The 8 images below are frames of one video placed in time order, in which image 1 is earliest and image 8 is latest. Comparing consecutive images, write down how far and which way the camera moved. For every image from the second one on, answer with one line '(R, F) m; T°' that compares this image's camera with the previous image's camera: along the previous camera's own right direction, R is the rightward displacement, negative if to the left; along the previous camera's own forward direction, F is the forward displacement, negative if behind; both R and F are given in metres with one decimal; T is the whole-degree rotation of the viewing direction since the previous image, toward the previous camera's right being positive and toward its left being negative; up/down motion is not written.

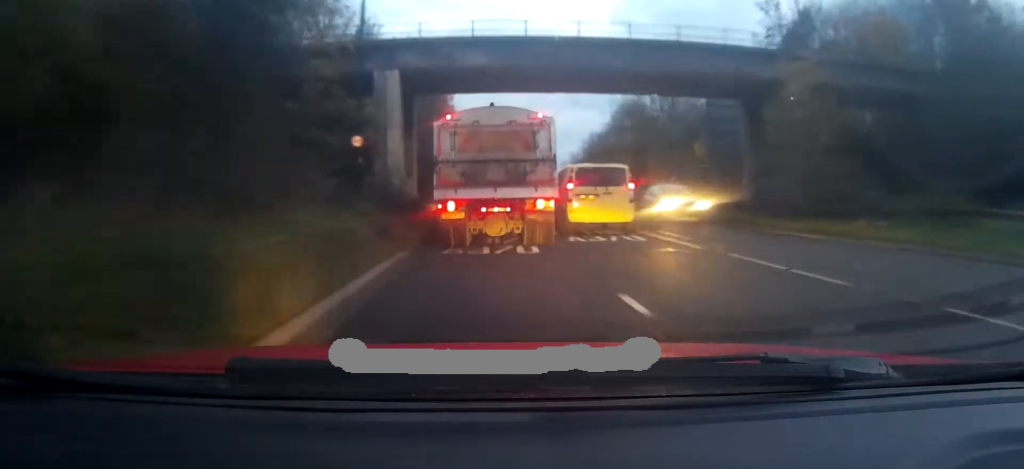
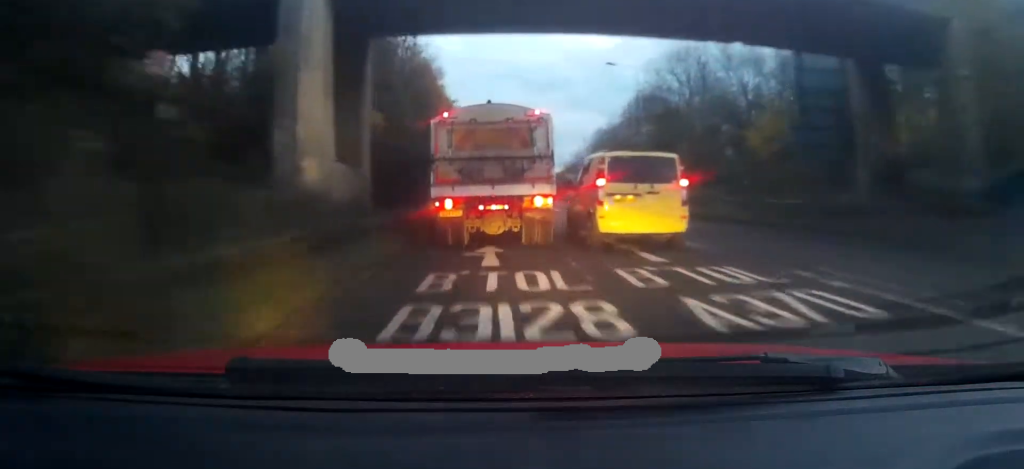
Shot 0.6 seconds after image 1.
(+0.2, +10.0) m; 0°
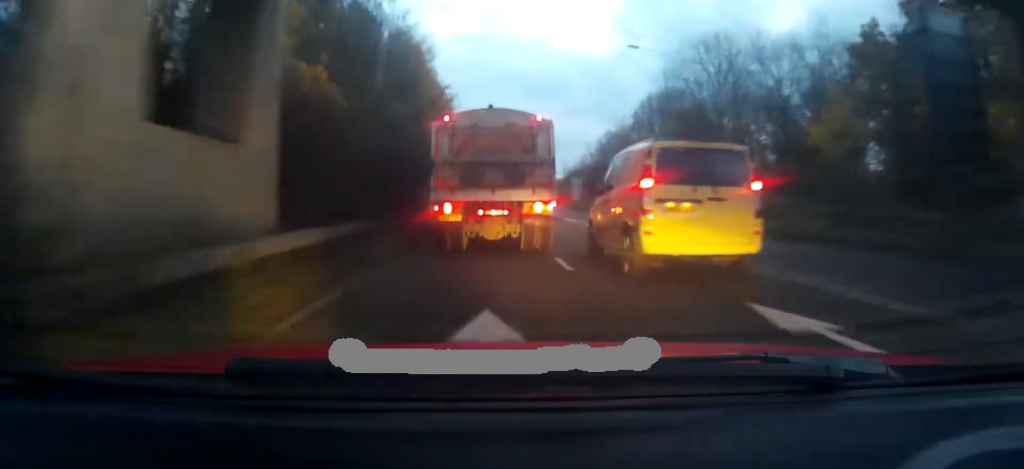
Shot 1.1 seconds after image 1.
(+0.1, +7.4) m; 0°
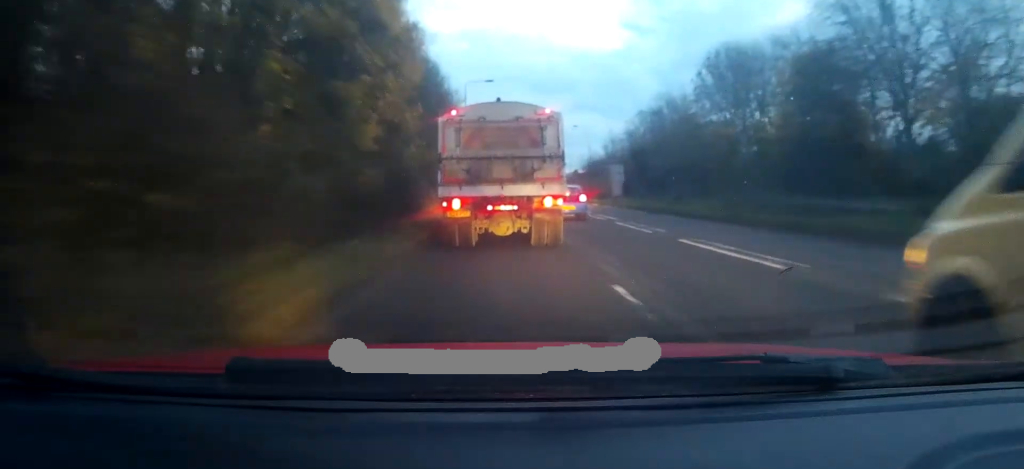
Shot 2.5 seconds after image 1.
(-0.4, +22.3) m; -1°
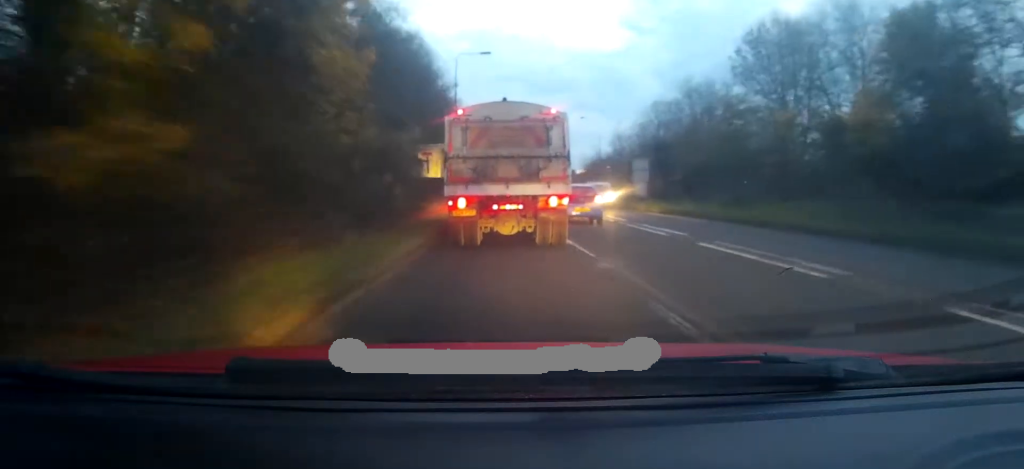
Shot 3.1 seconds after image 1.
(0.0, +10.1) m; 0°
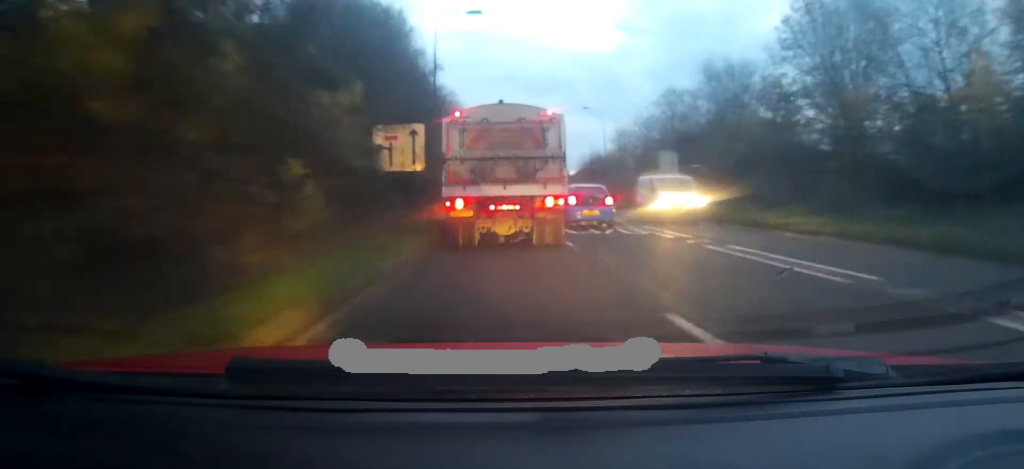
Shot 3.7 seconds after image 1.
(0.0, +9.6) m; 0°
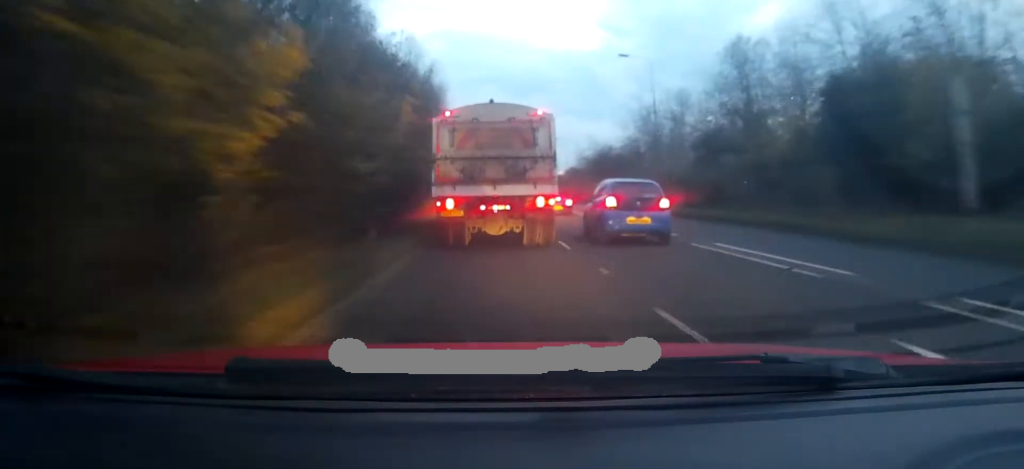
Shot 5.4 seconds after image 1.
(+0.3, +26.3) m; +1°
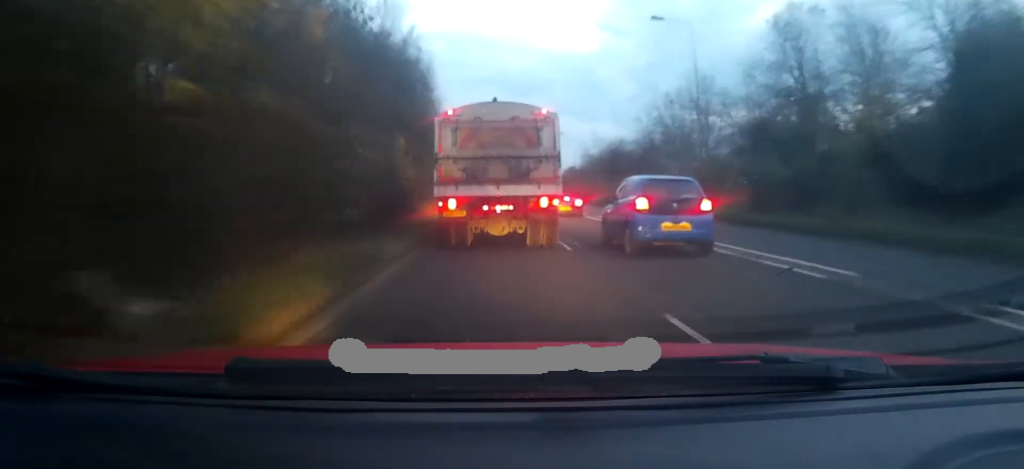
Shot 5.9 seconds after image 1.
(0.0, +9.2) m; +1°
